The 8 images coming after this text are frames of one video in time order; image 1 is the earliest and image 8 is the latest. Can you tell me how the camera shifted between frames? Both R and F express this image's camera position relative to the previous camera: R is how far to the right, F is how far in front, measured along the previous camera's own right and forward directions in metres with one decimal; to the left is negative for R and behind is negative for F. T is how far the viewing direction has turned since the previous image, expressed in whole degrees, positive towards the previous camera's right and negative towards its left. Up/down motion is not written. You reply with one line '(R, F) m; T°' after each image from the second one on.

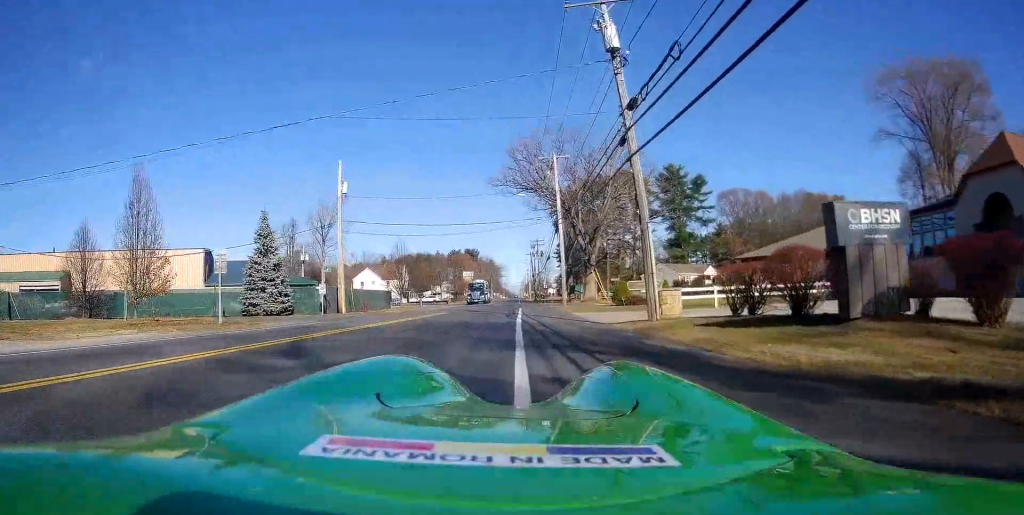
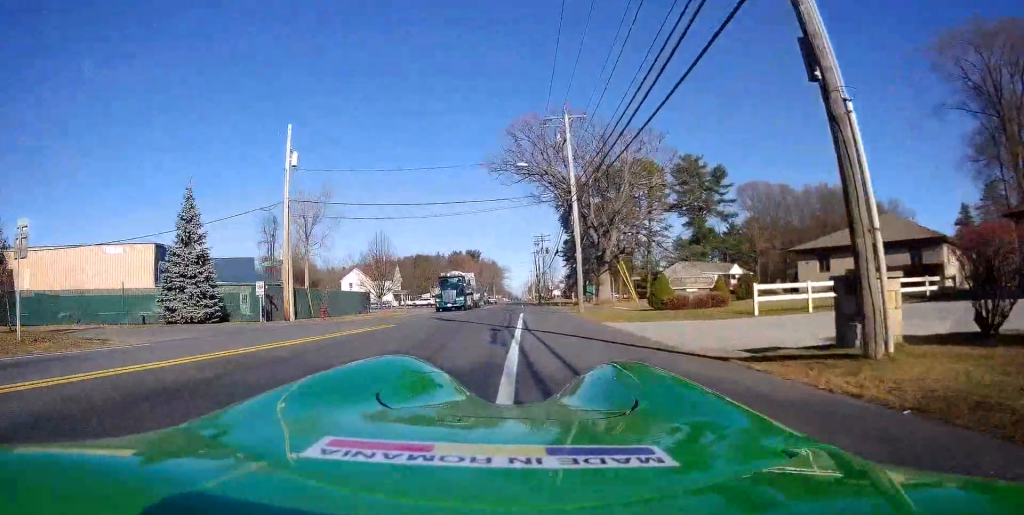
(-0.5, +12.3) m; 0°
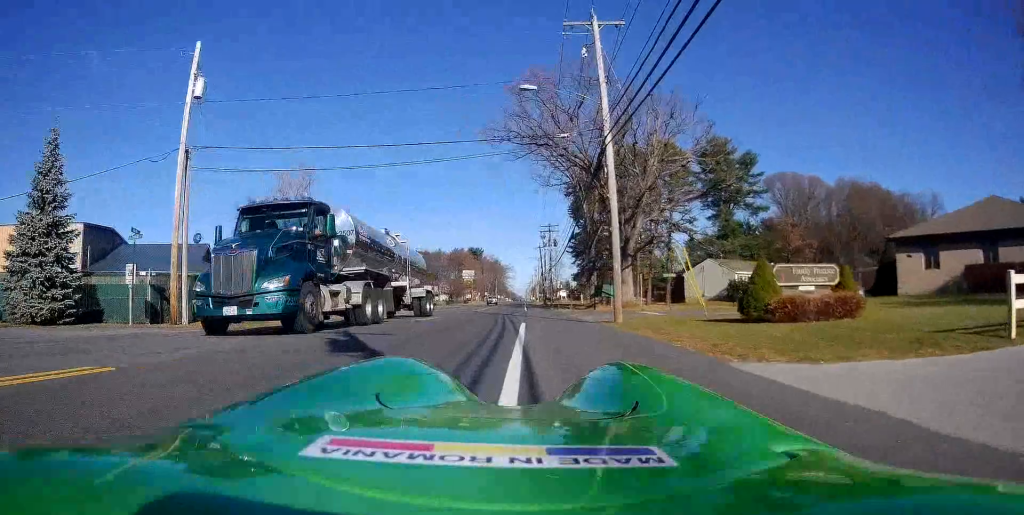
(+0.7, +11.6) m; +4°
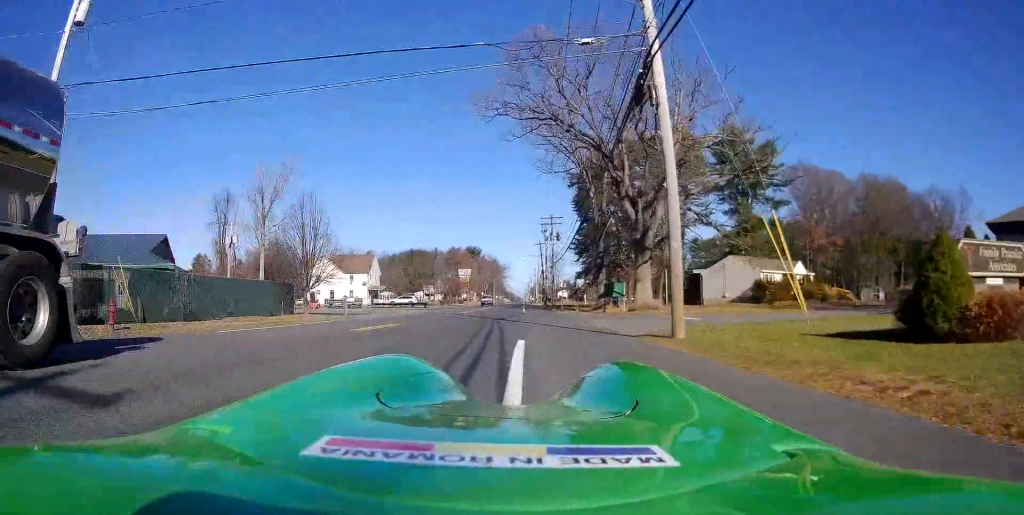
(-0.2, +7.9) m; -1°
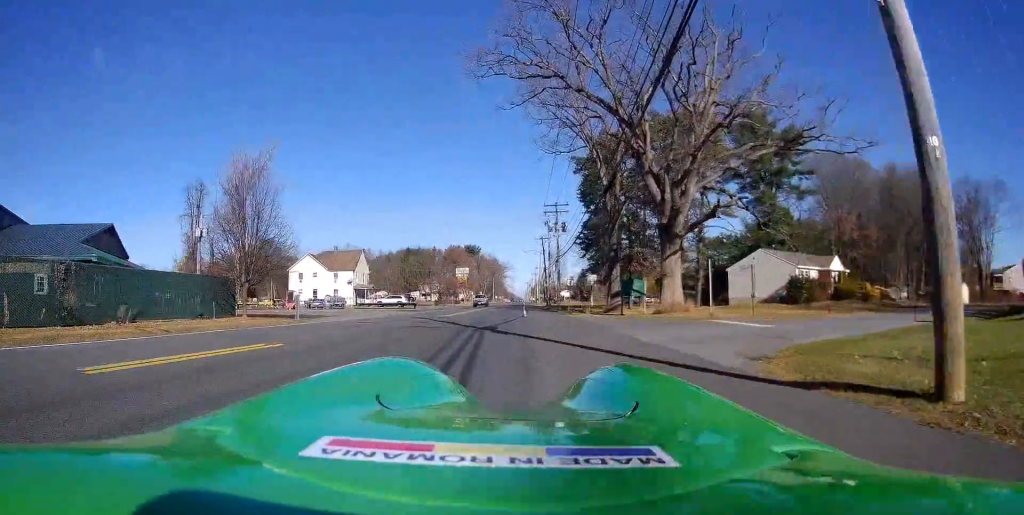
(0.0, +8.1) m; -1°
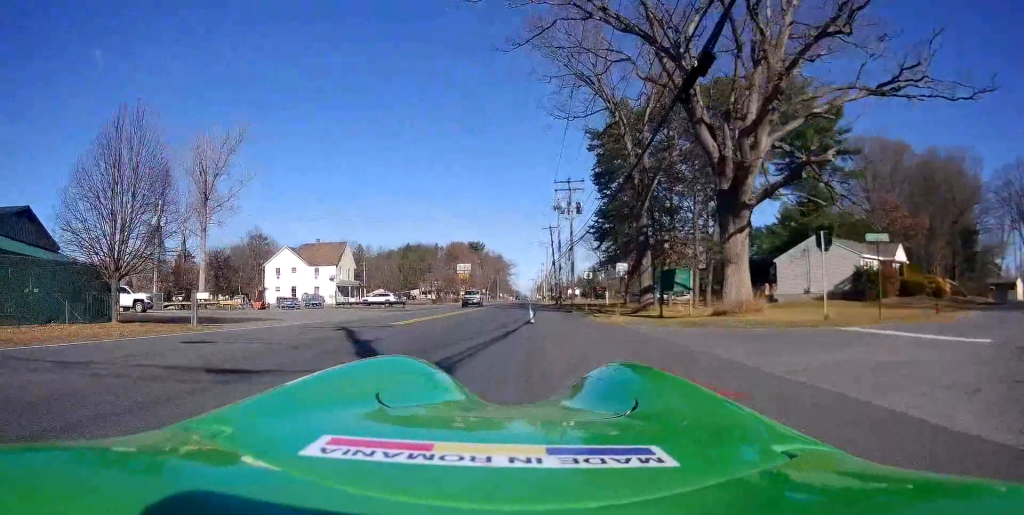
(-0.1, +11.9) m; -2°
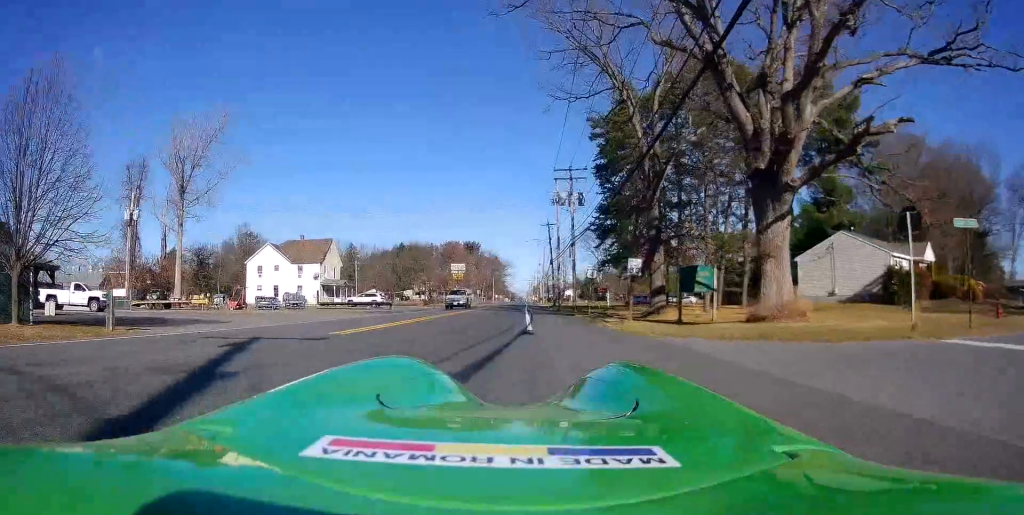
(-0.1, +5.5) m; +1°
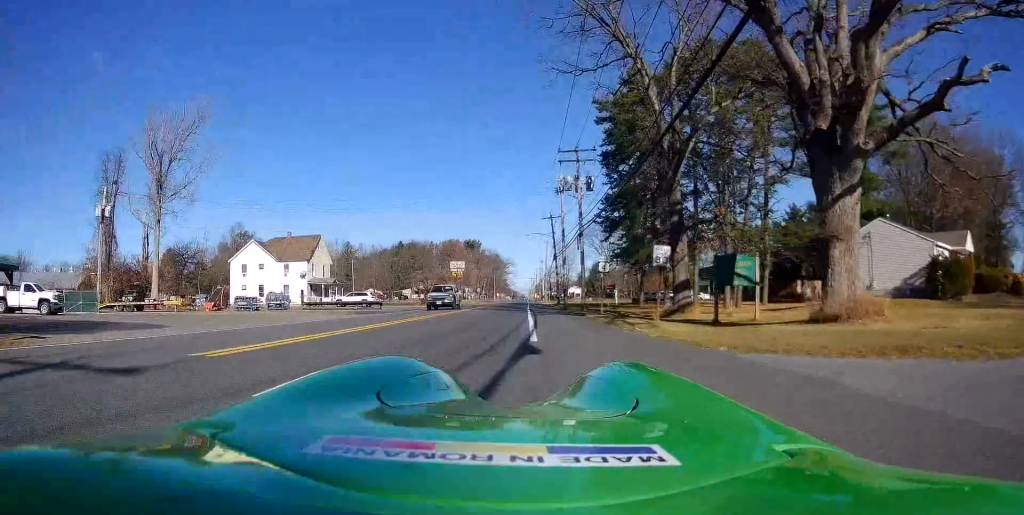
(-0.2, +5.9) m; +1°
